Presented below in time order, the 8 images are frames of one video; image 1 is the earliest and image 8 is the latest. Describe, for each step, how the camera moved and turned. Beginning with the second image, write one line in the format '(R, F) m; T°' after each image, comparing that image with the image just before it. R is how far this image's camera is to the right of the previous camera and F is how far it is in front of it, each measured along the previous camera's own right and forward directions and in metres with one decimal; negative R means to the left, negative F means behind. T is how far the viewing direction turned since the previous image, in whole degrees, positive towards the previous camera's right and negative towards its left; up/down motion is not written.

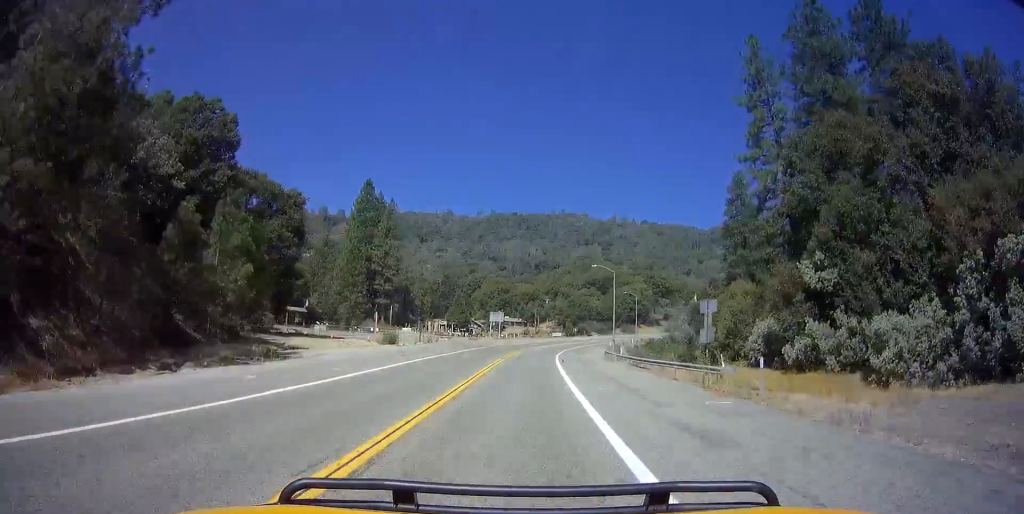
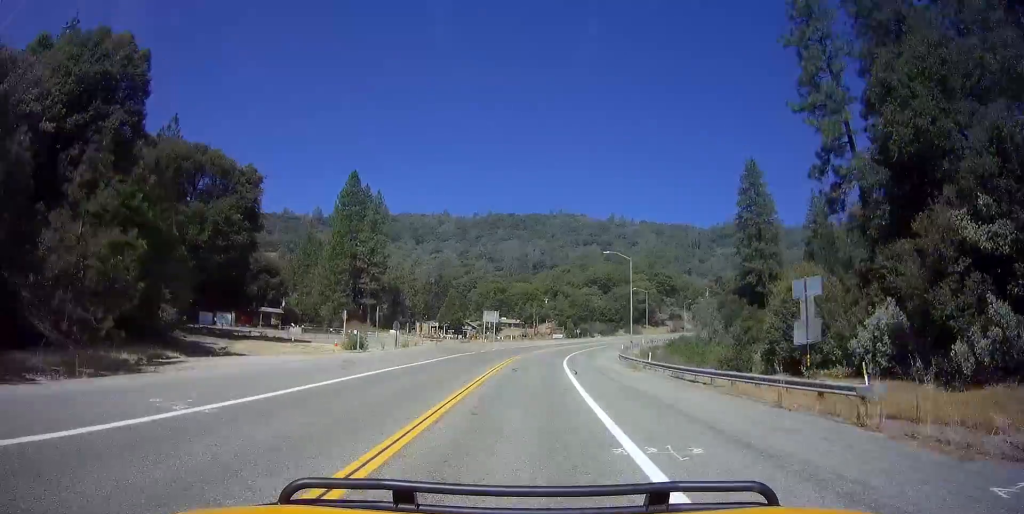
(+0.1, +10.1) m; +2°
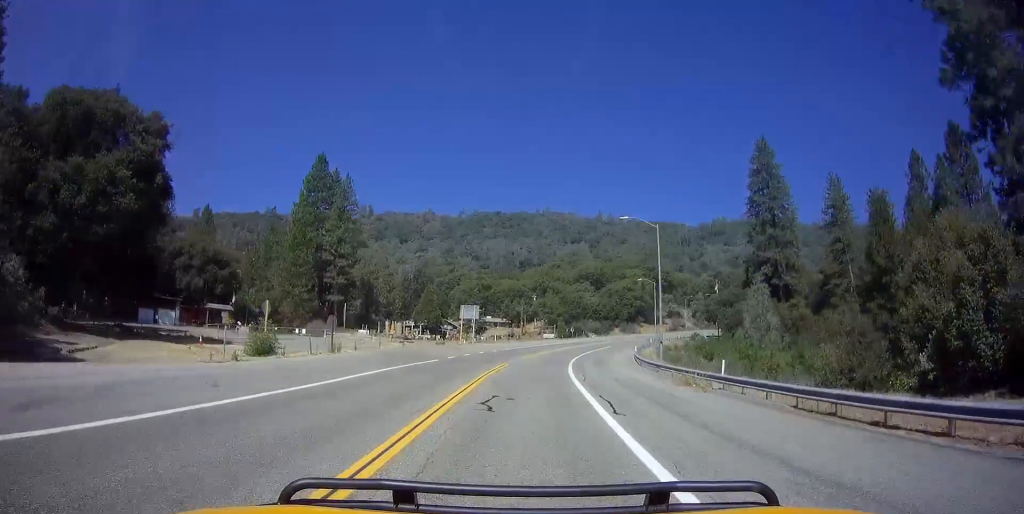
(+0.2, +13.8) m; +5°
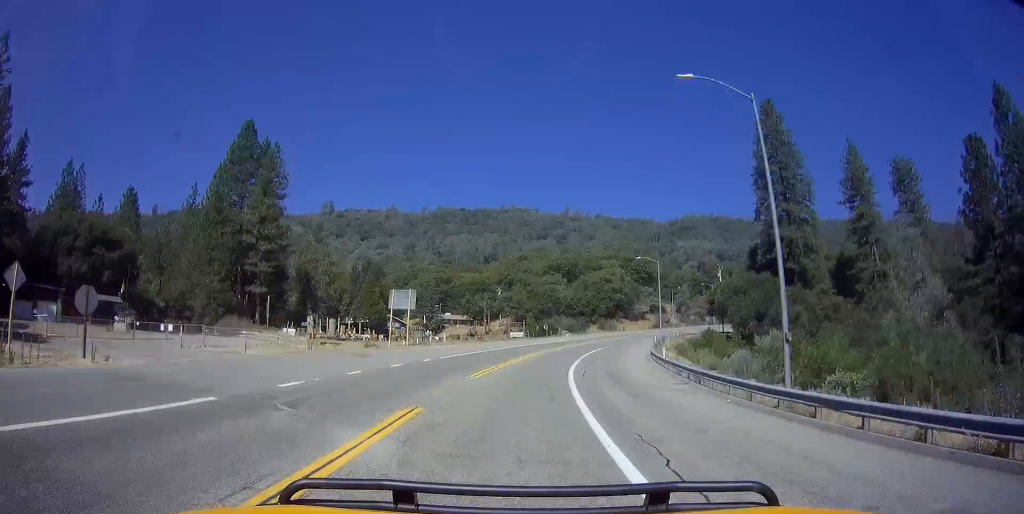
(+1.4, +19.4) m; +7°
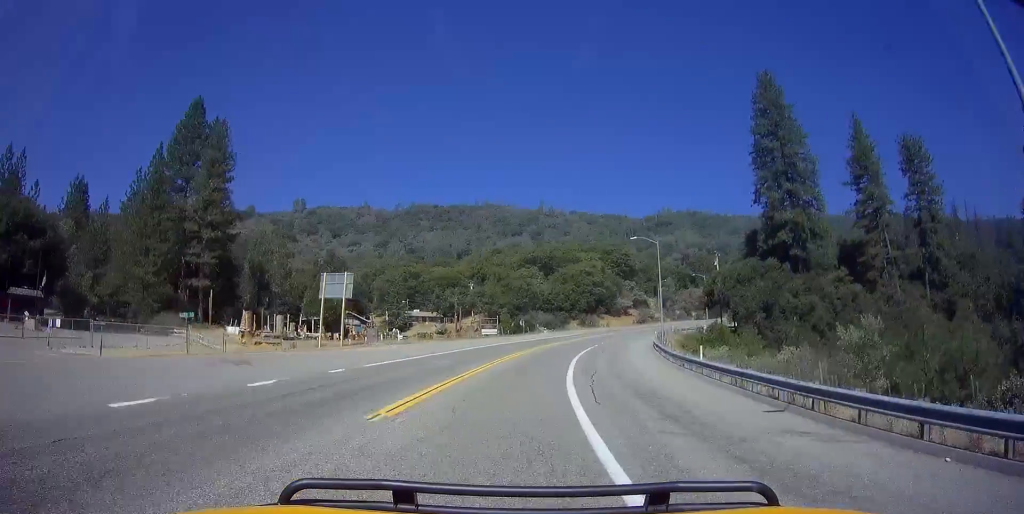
(+0.3, +10.0) m; +3°
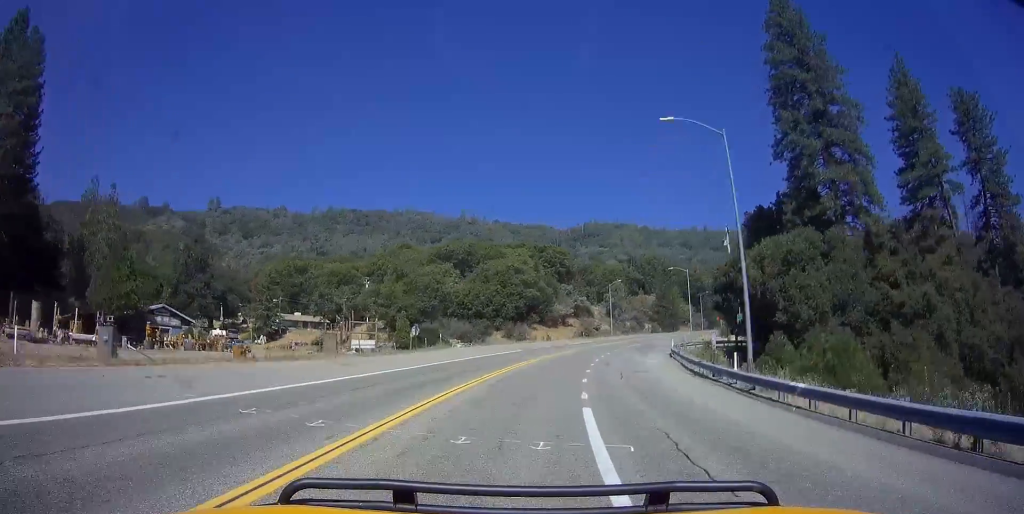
(+1.7, +30.1) m; +7°
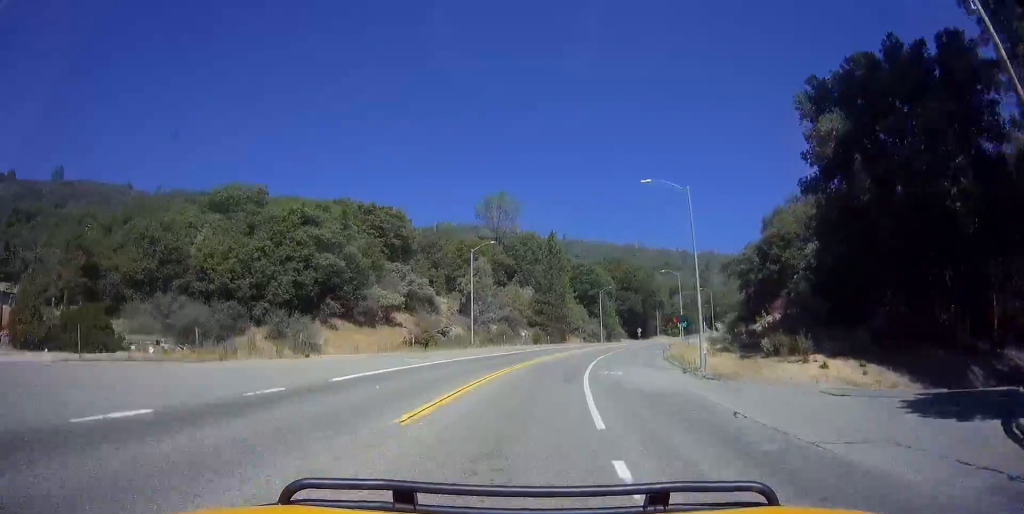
(+3.9, +44.0) m; +10°
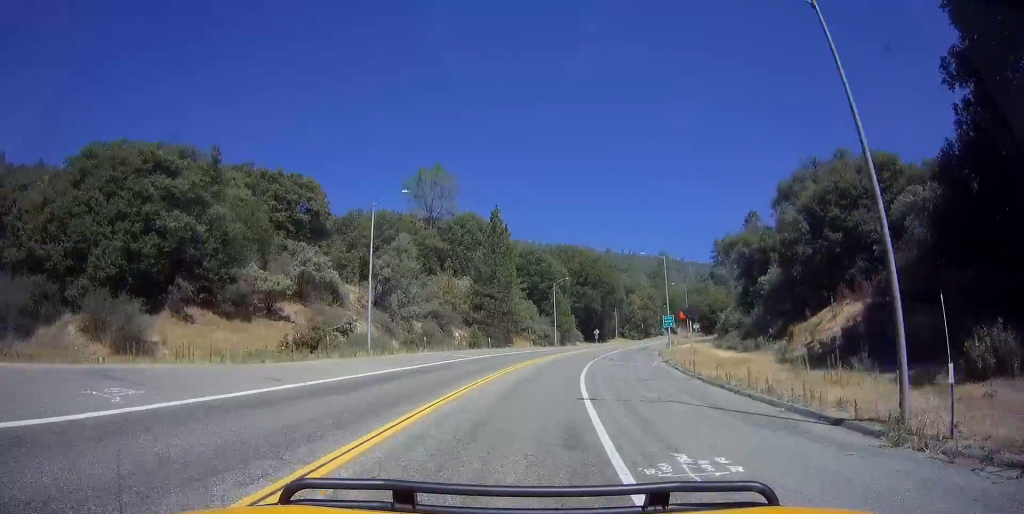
(+1.0, +16.7) m; +7°
